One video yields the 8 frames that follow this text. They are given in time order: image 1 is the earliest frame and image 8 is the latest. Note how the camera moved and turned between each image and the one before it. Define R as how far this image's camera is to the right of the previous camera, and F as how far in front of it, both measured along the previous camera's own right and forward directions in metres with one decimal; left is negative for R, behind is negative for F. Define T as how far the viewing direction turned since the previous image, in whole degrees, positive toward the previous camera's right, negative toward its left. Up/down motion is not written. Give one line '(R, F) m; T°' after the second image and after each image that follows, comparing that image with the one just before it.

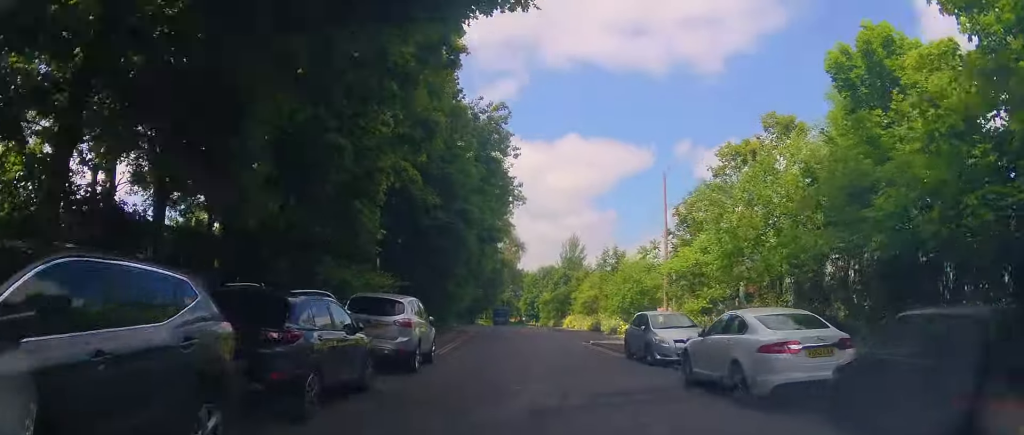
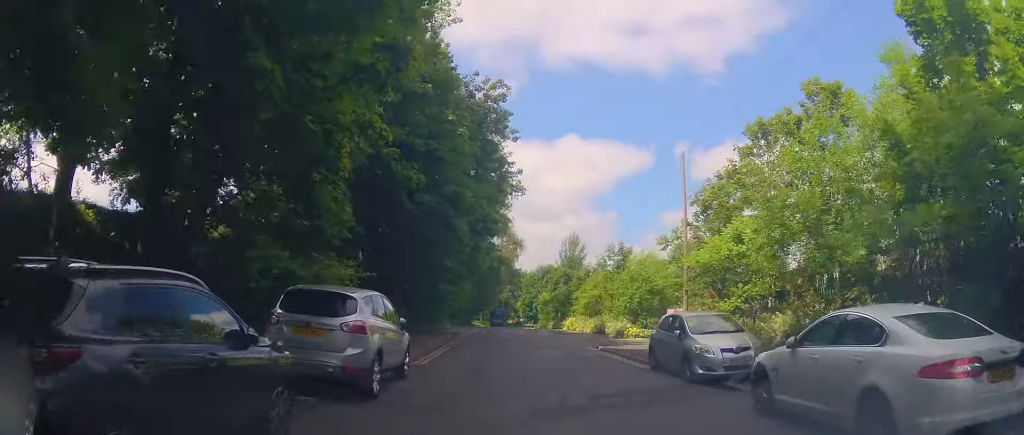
(+0.1, +3.6) m; -2°
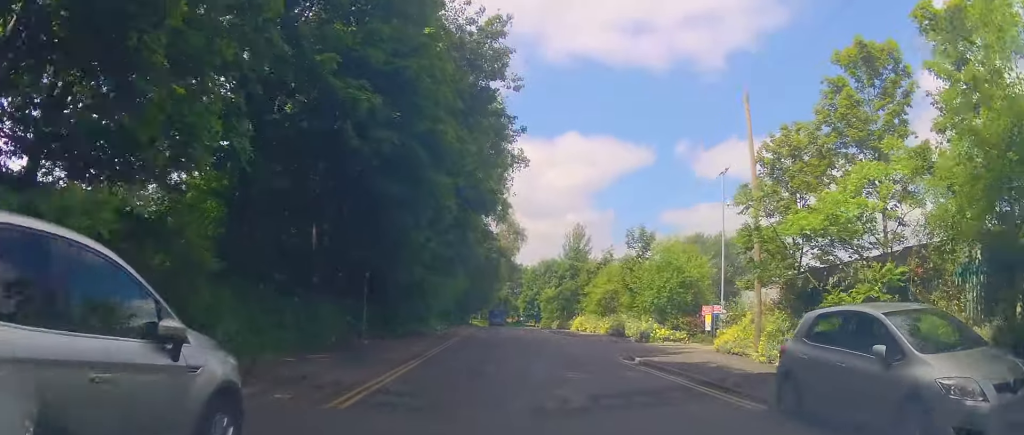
(-0.5, +7.7) m; -6°
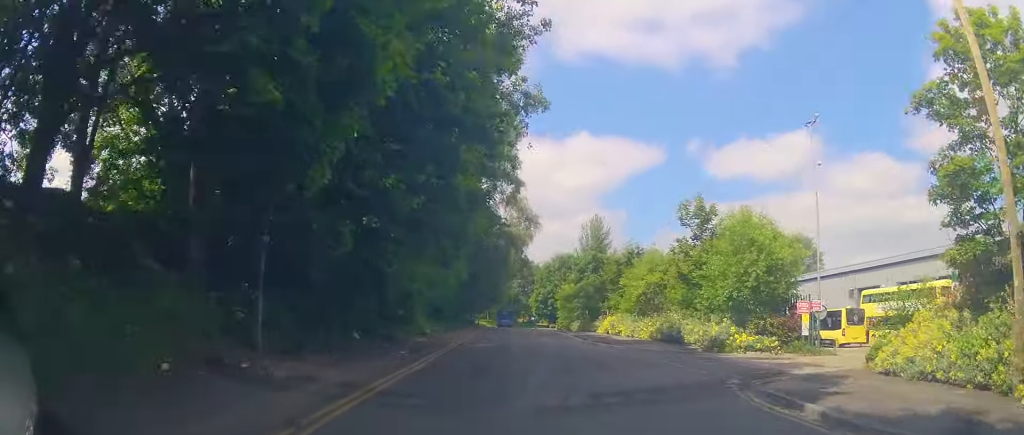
(-0.2, +10.5) m; +2°
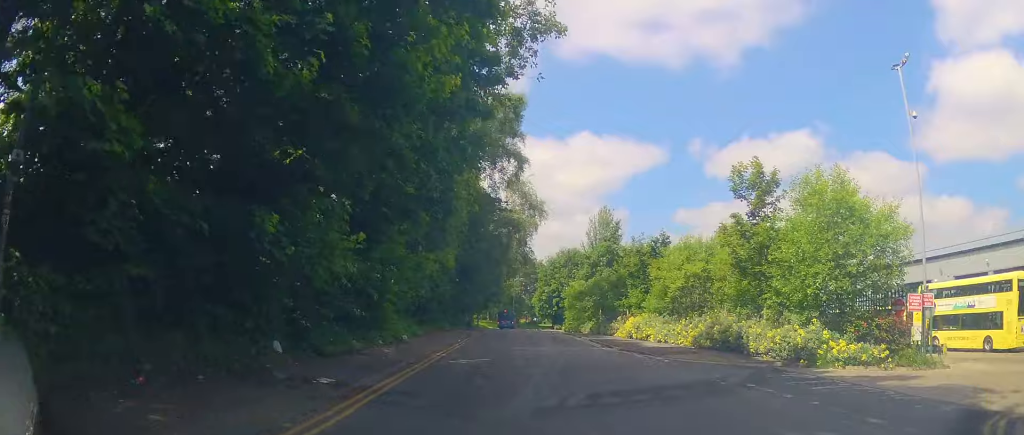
(+0.4, +7.4) m; +2°
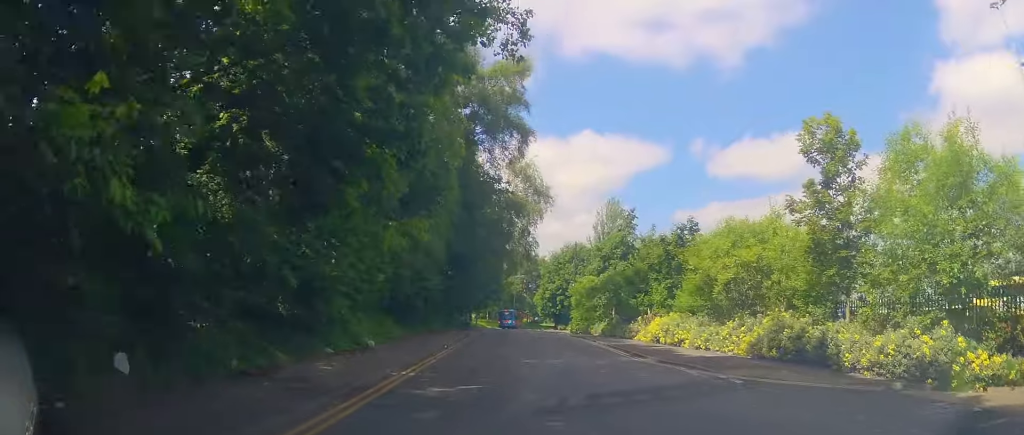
(0.0, +6.1) m; -1°
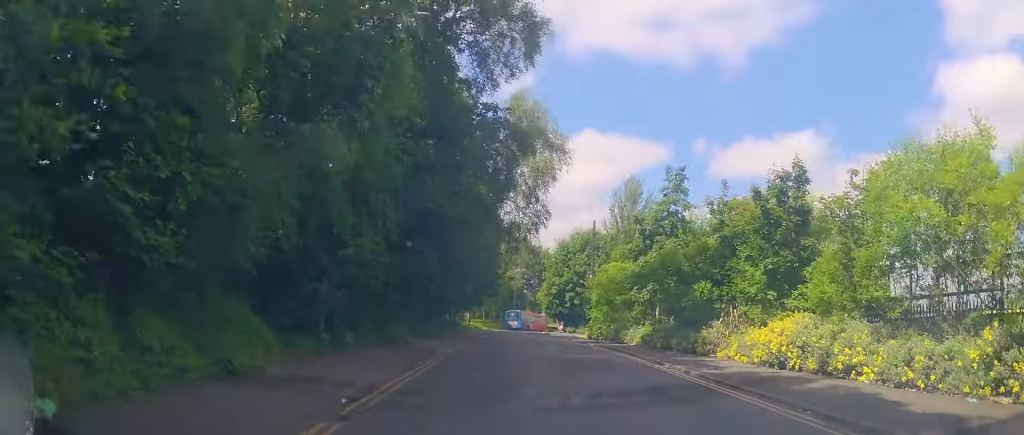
(-0.6, +13.1) m; -3°
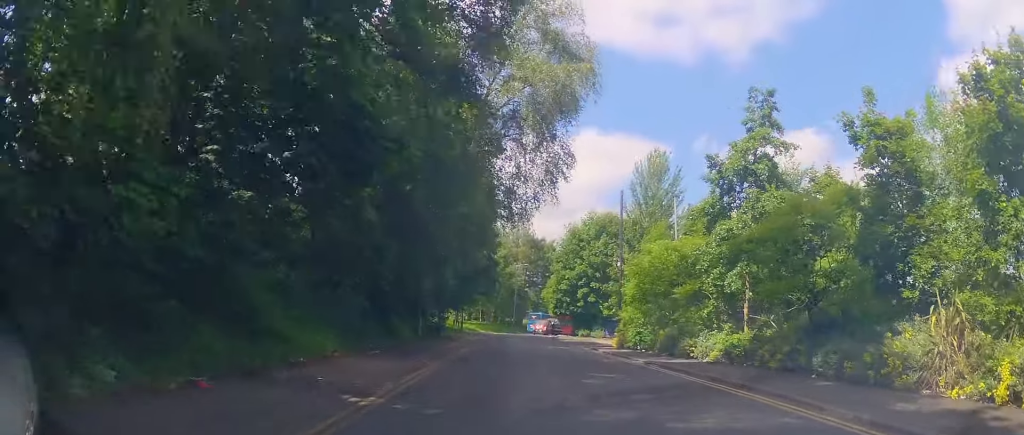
(+0.3, +11.7) m; +4°
